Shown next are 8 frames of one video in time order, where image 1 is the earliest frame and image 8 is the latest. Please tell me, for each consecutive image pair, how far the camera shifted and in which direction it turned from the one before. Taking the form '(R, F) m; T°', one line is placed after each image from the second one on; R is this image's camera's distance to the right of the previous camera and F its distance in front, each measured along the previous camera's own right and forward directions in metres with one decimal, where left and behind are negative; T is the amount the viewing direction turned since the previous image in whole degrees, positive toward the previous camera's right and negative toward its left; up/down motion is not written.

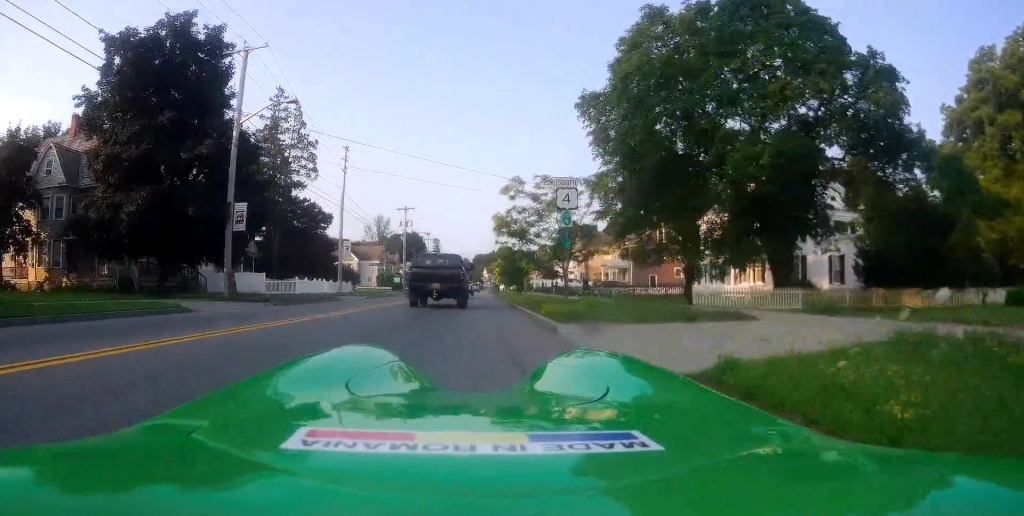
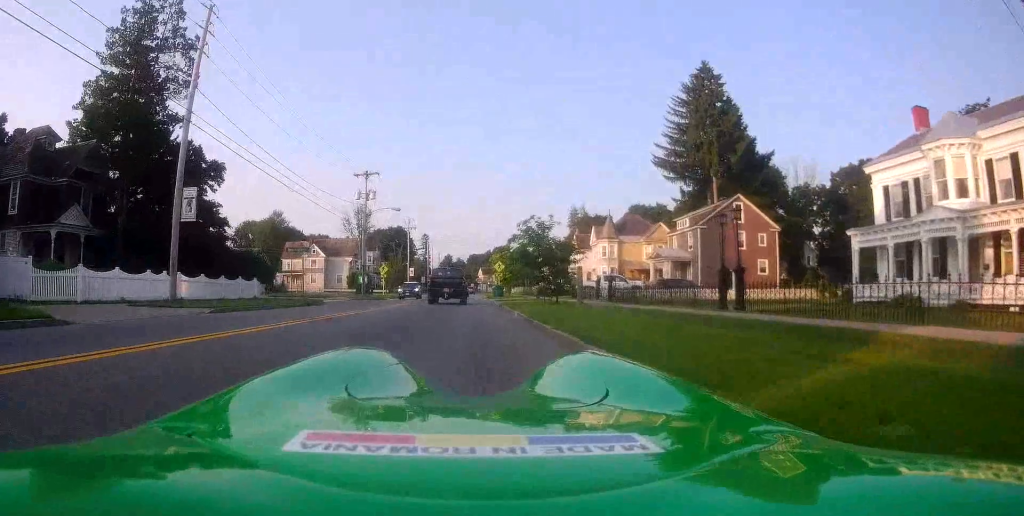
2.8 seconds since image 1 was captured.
(+0.3, +25.8) m; +2°
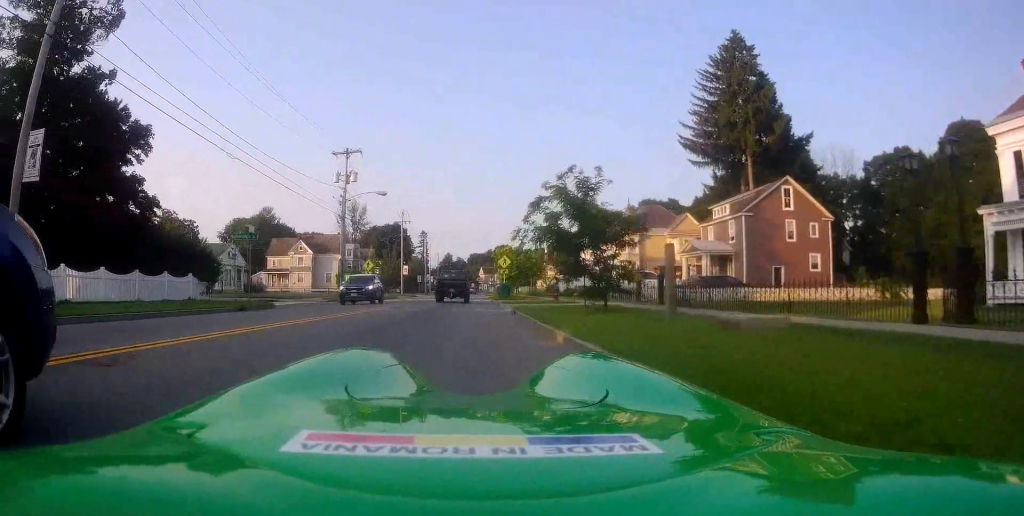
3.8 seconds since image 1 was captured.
(+0.1, +8.9) m; +2°
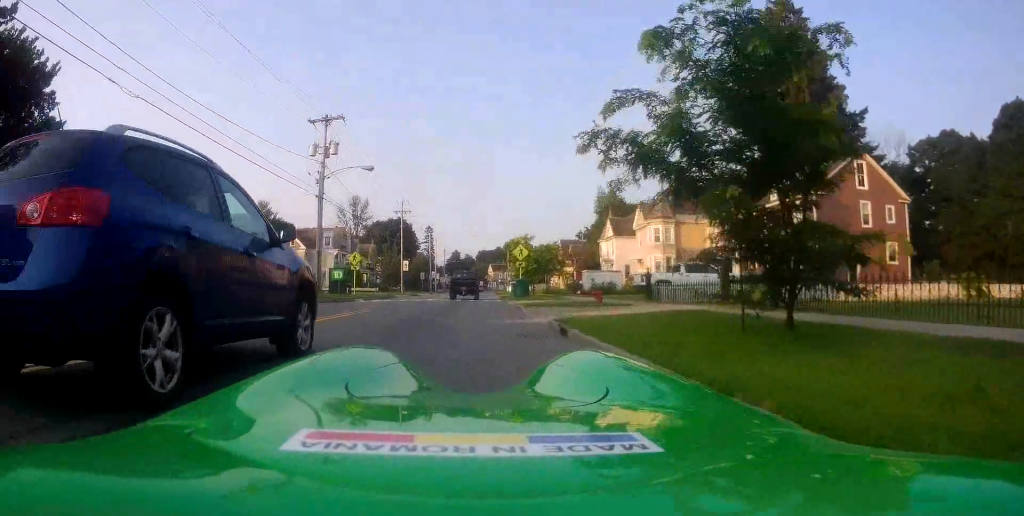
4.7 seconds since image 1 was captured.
(+0.3, +8.8) m; -1°
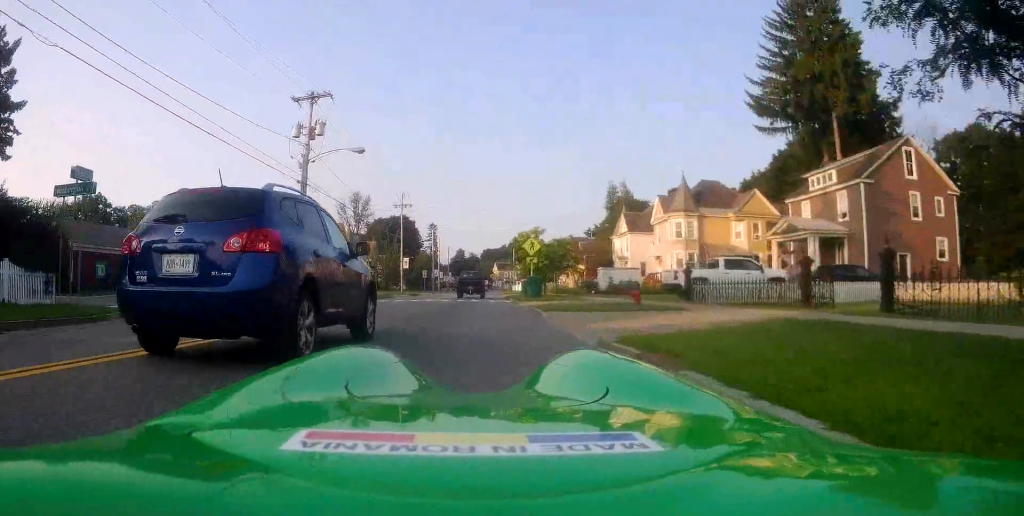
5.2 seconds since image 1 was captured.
(-0.1, +4.5) m; -2°
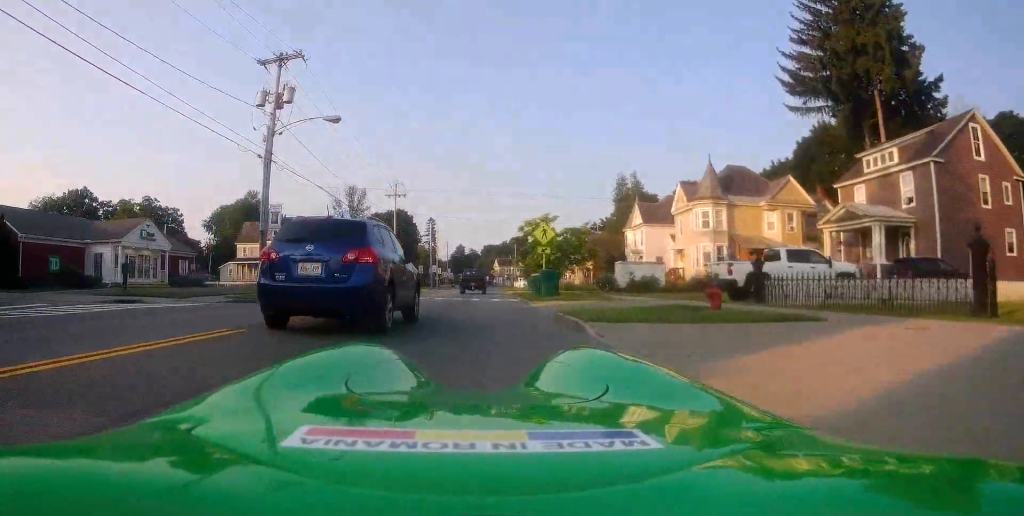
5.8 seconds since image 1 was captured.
(-0.1, +5.7) m; -1°
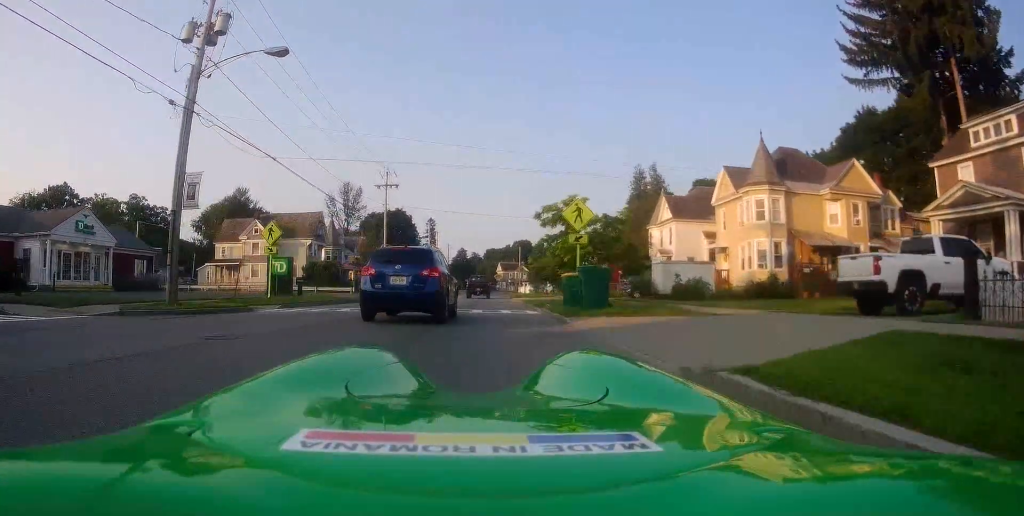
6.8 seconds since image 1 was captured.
(-0.1, +8.6) m; 0°
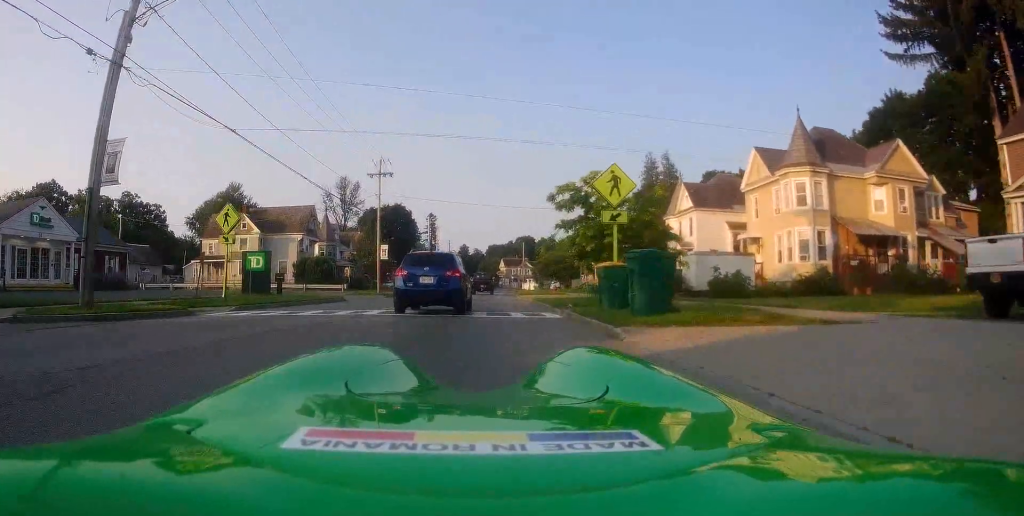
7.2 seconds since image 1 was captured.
(-0.1, +4.7) m; +1°
